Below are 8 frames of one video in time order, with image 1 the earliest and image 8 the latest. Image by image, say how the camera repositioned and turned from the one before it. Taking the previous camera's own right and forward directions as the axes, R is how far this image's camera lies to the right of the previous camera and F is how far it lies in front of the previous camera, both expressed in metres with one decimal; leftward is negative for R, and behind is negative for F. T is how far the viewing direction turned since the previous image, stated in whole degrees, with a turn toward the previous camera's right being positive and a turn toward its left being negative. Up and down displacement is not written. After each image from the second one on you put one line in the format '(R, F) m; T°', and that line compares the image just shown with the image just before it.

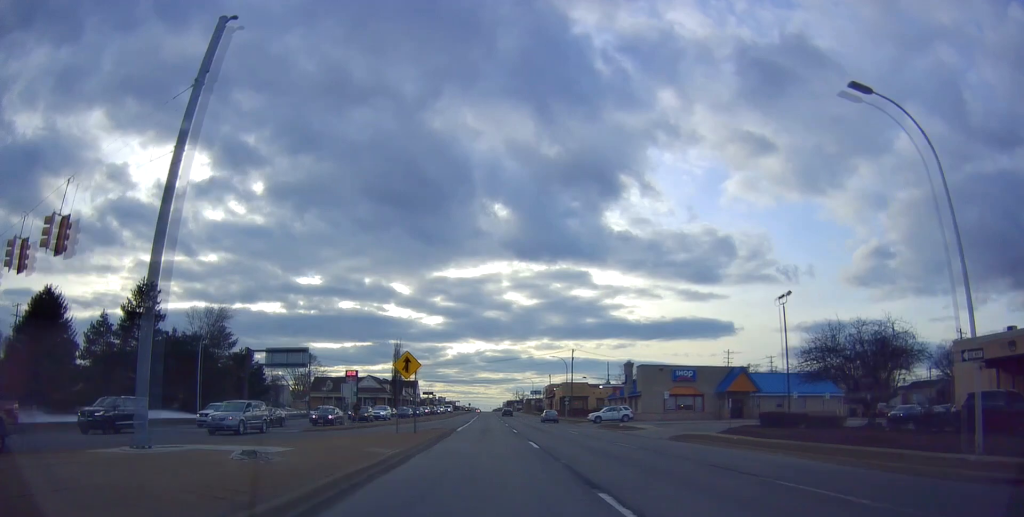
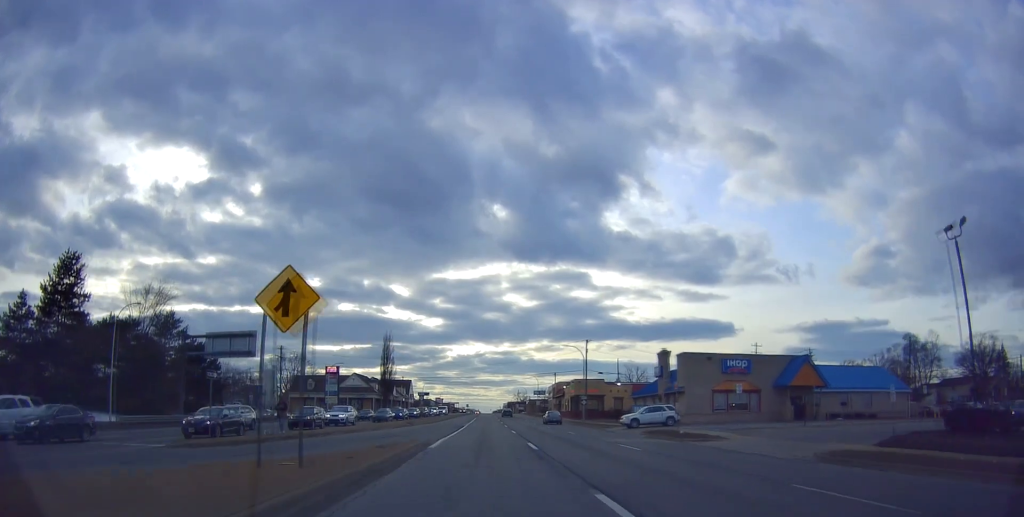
(+0.1, +15.6) m; 0°
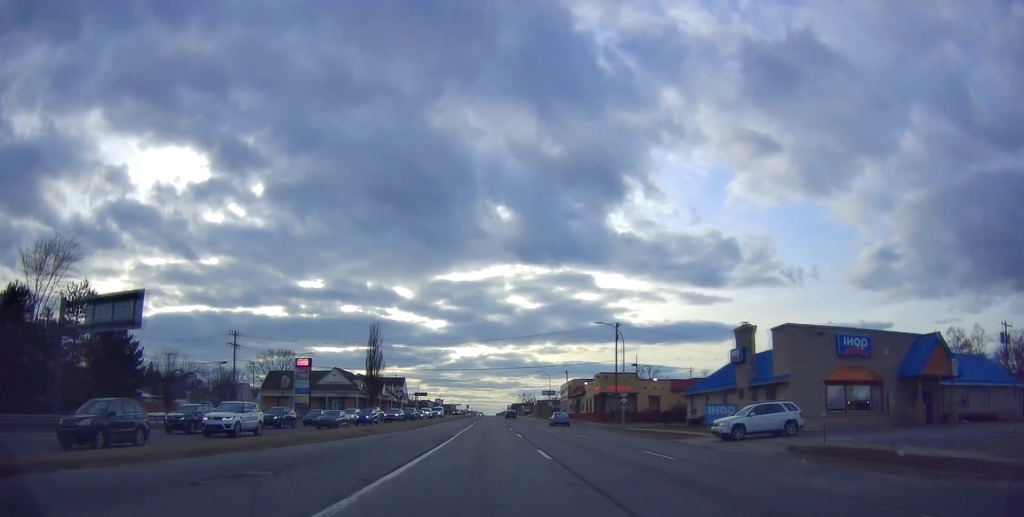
(-0.1, +19.3) m; +1°
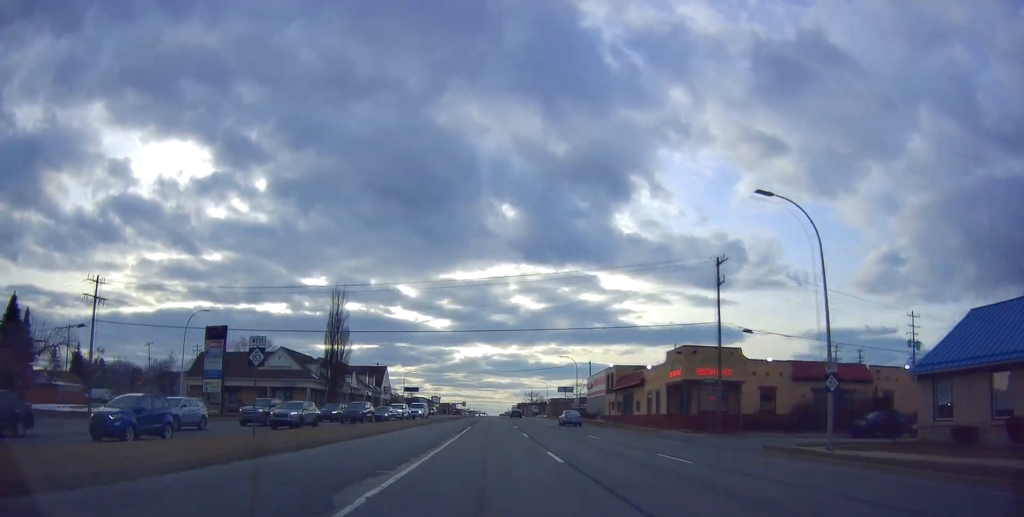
(+0.5, +31.8) m; -1°
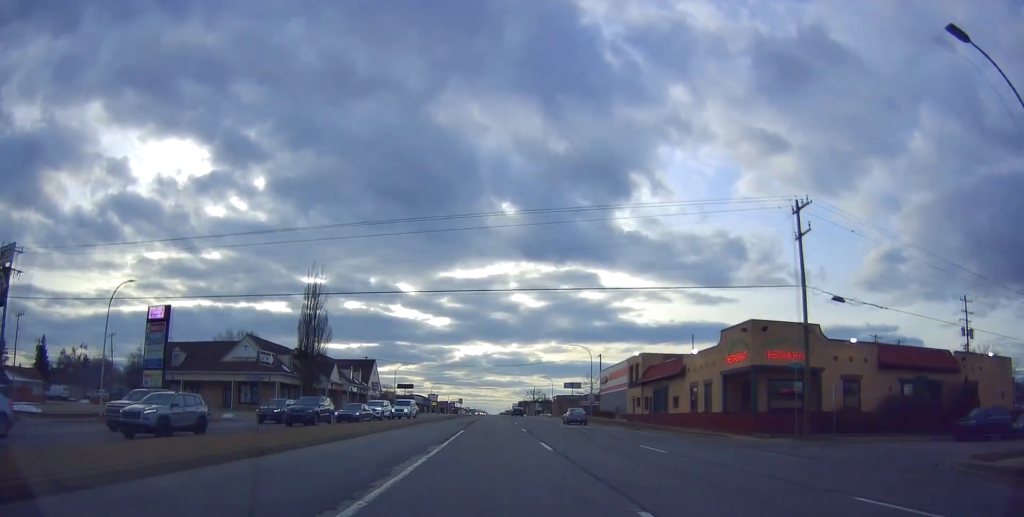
(-0.3, +12.0) m; 0°
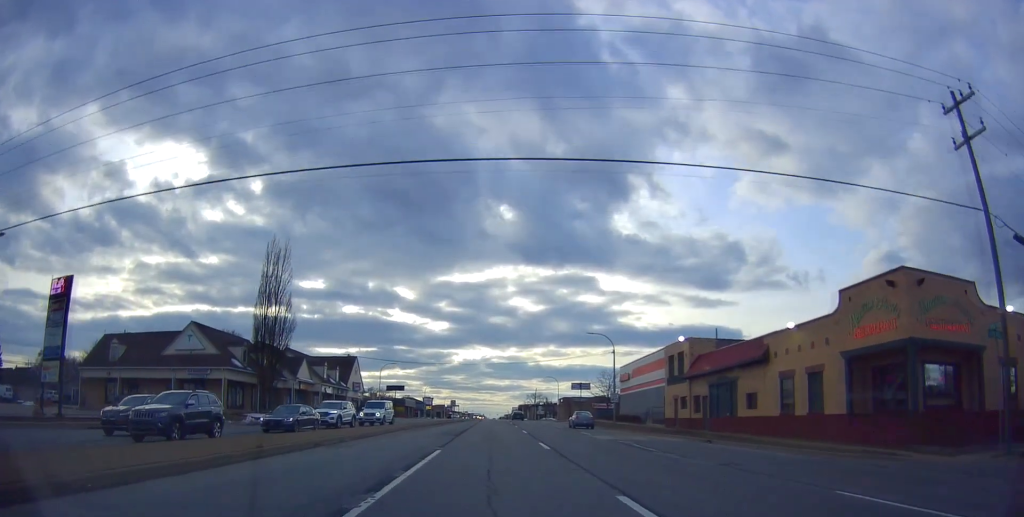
(0.0, +14.1) m; 0°
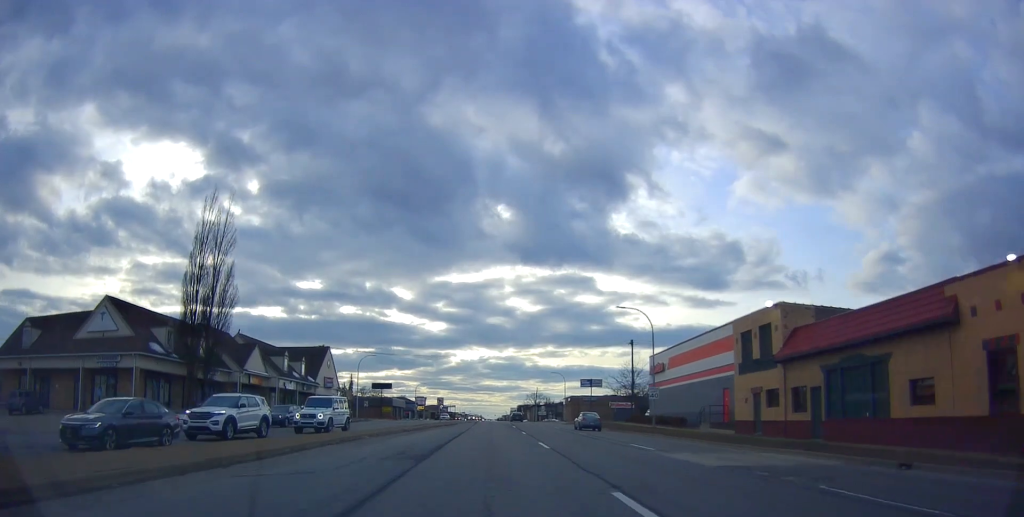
(+0.3, +14.8) m; 0°
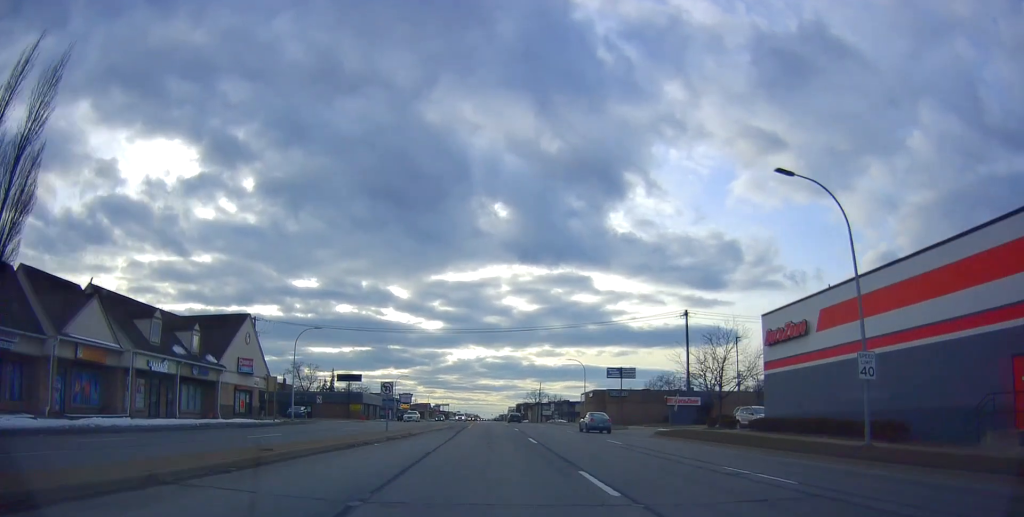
(-0.3, +26.3) m; +1°
